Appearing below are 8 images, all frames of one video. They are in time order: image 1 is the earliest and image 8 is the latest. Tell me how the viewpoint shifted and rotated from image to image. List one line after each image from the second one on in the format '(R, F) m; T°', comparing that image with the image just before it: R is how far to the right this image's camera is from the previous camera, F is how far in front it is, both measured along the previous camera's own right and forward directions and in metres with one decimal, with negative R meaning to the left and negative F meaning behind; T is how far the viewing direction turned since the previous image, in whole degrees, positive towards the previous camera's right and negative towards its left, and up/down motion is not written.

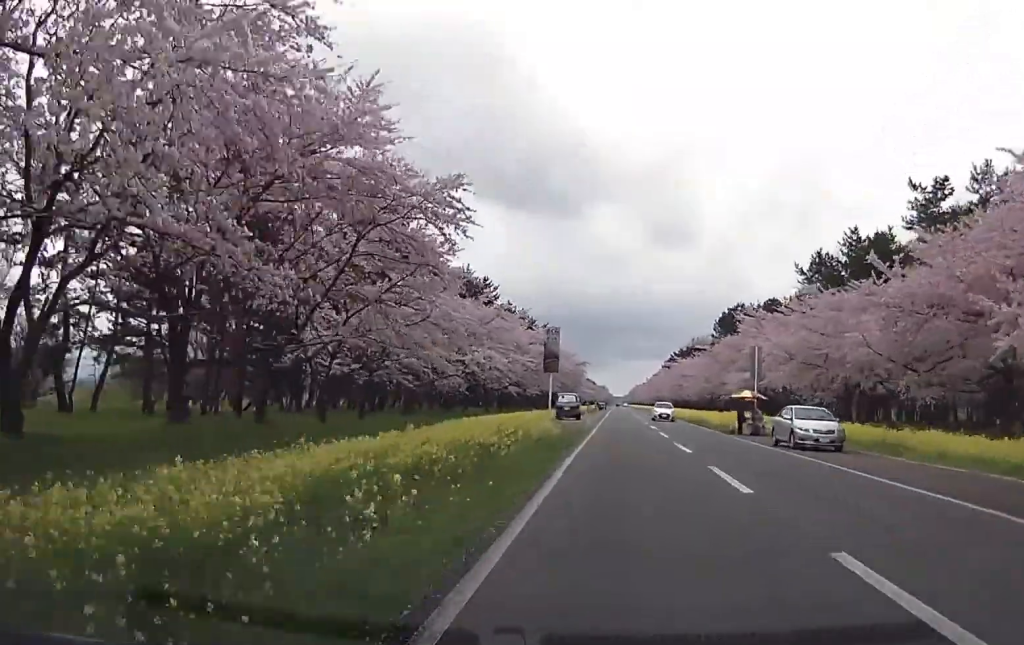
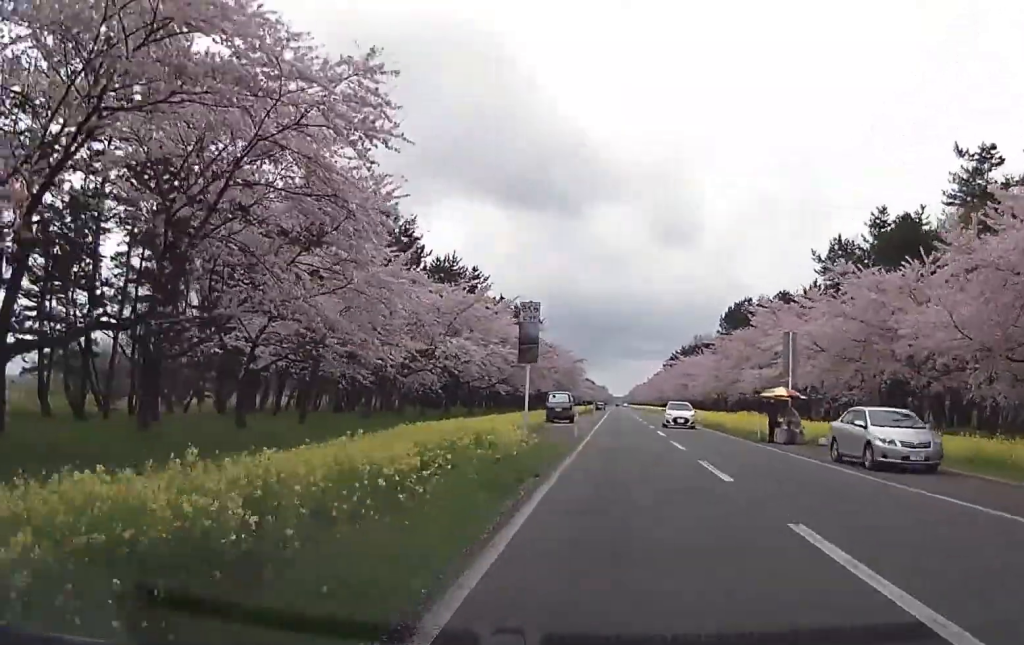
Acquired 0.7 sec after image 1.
(+0.2, +8.3) m; +2°
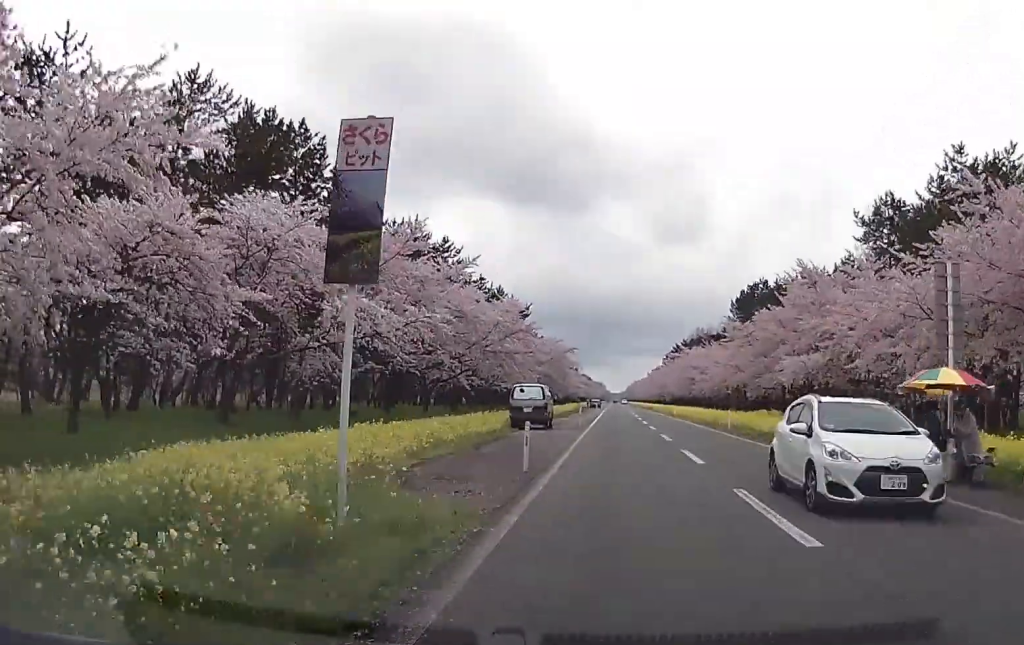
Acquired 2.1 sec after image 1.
(0.0, +16.8) m; 0°
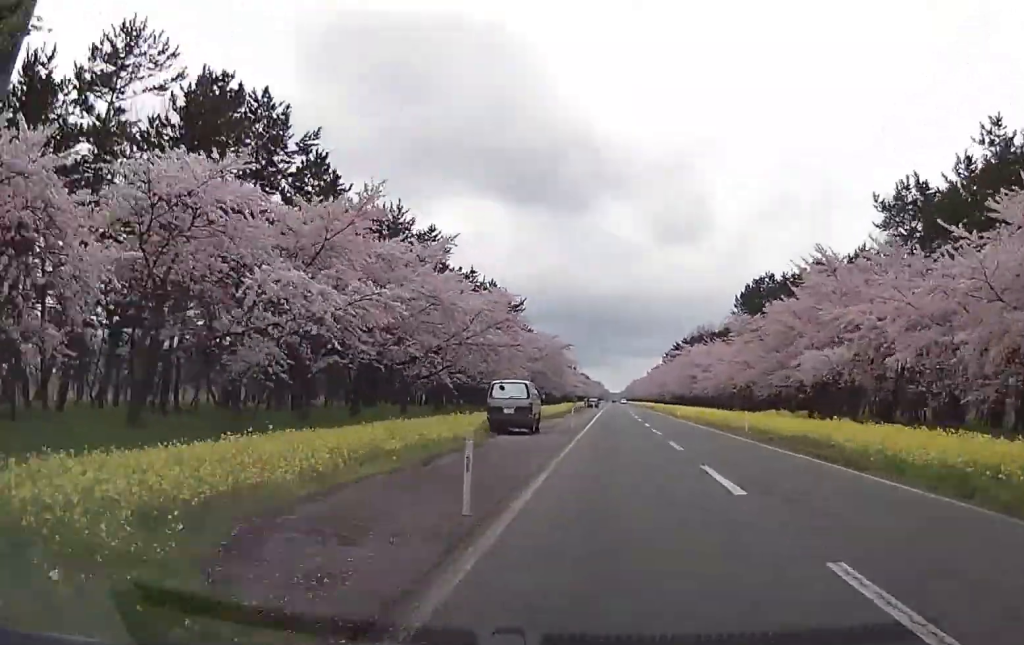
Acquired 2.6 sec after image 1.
(0.0, +6.1) m; 0°
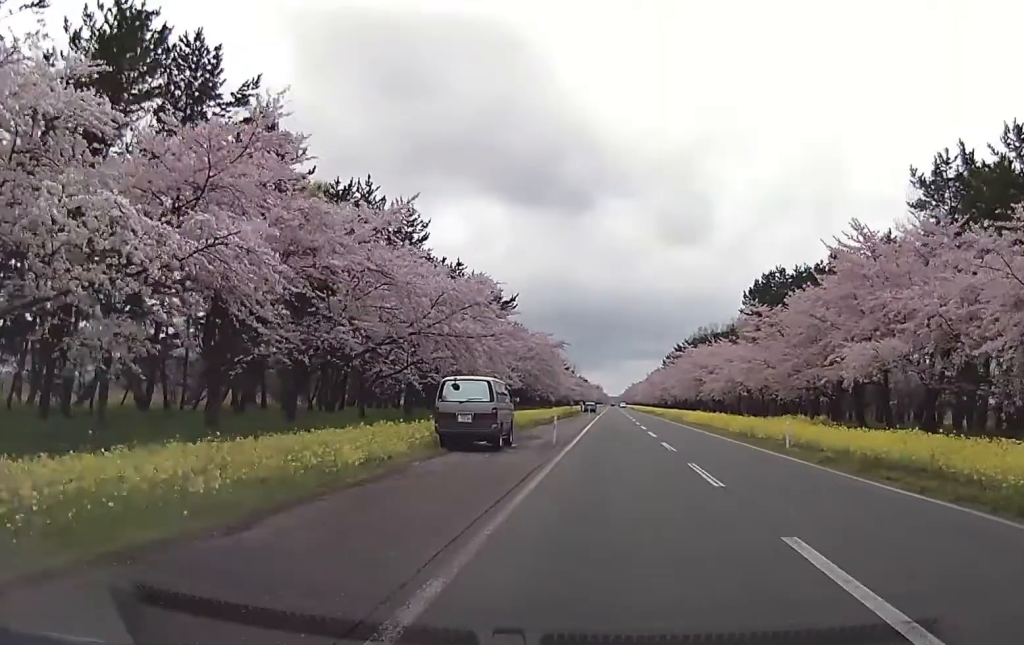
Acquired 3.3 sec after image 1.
(0.0, +8.8) m; 0°
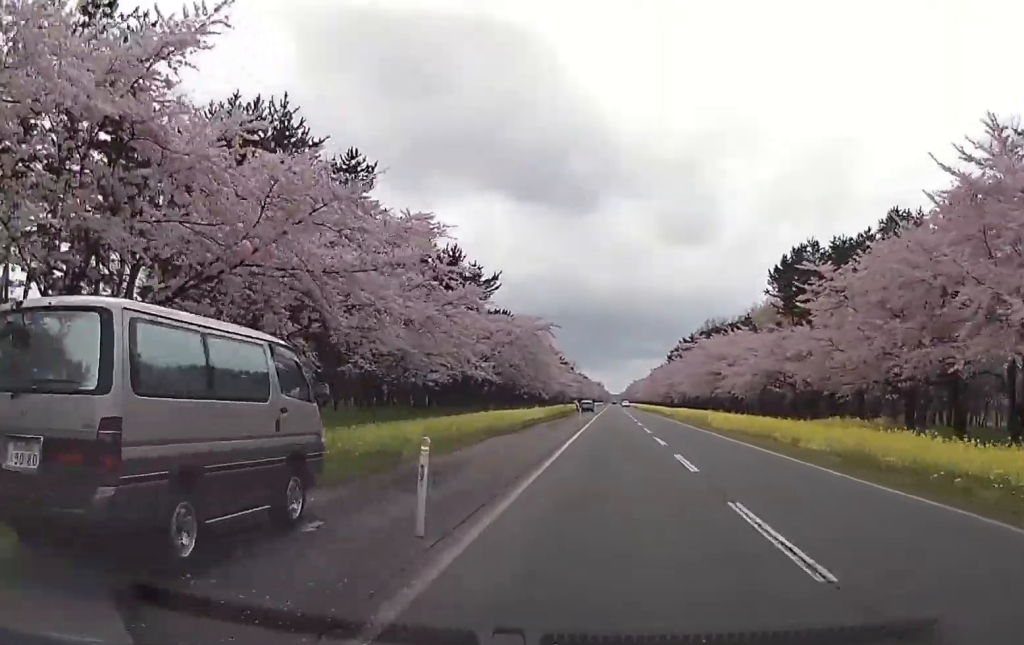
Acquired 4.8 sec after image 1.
(-0.1, +17.4) m; -3°
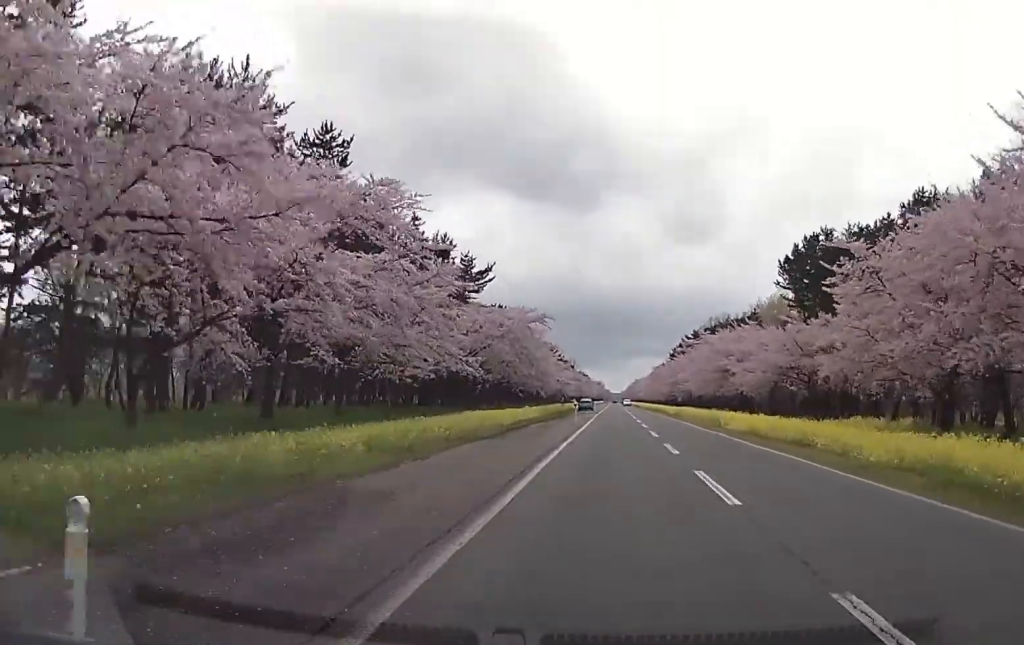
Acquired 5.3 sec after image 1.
(-0.3, +5.5) m; 0°
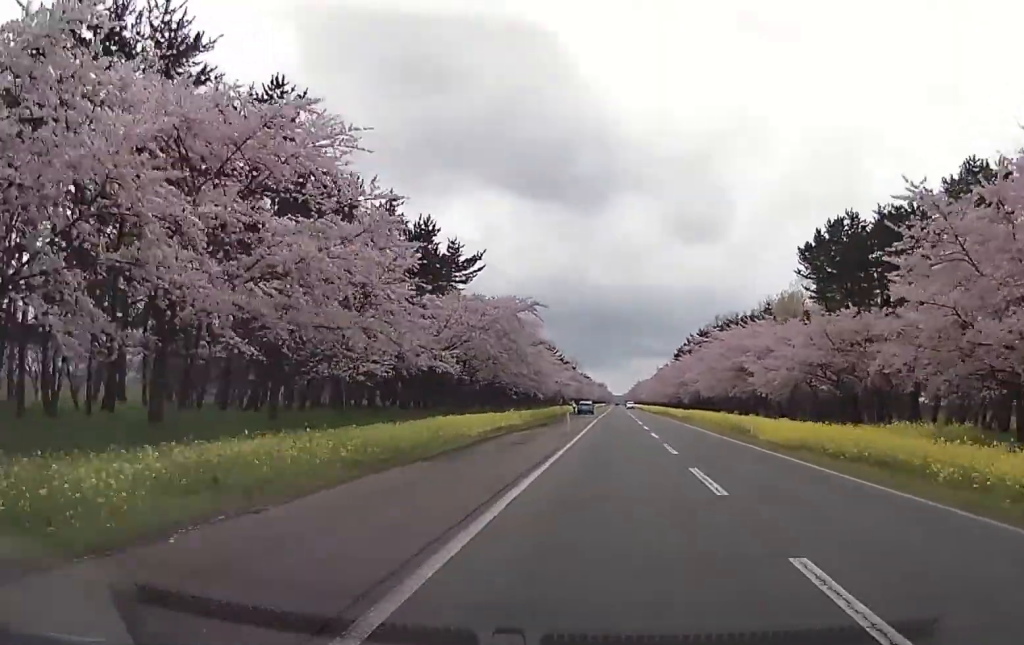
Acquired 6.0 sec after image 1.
(0.0, +8.6) m; +1°
